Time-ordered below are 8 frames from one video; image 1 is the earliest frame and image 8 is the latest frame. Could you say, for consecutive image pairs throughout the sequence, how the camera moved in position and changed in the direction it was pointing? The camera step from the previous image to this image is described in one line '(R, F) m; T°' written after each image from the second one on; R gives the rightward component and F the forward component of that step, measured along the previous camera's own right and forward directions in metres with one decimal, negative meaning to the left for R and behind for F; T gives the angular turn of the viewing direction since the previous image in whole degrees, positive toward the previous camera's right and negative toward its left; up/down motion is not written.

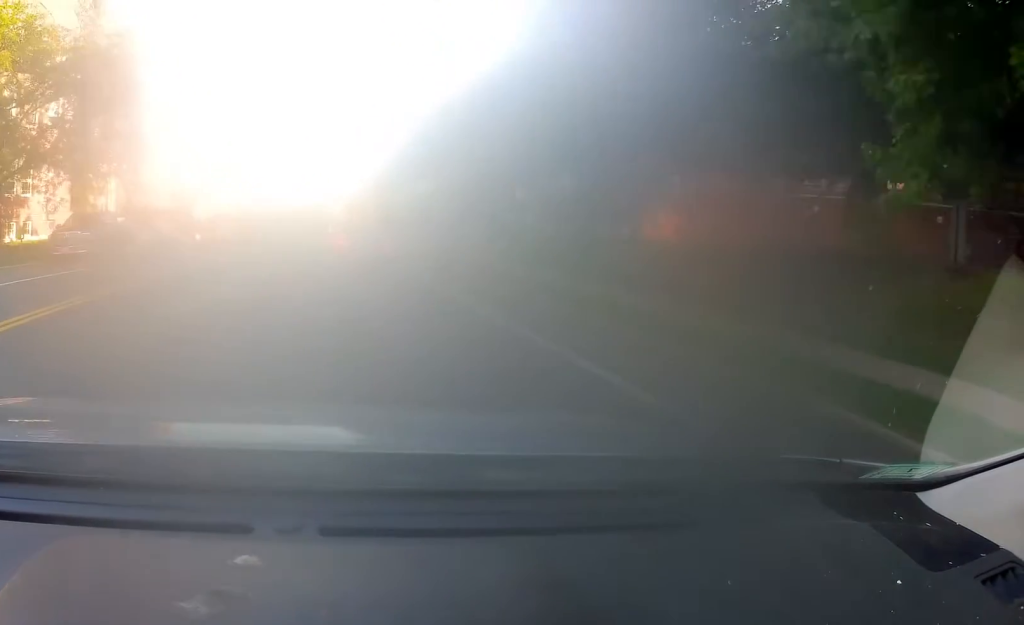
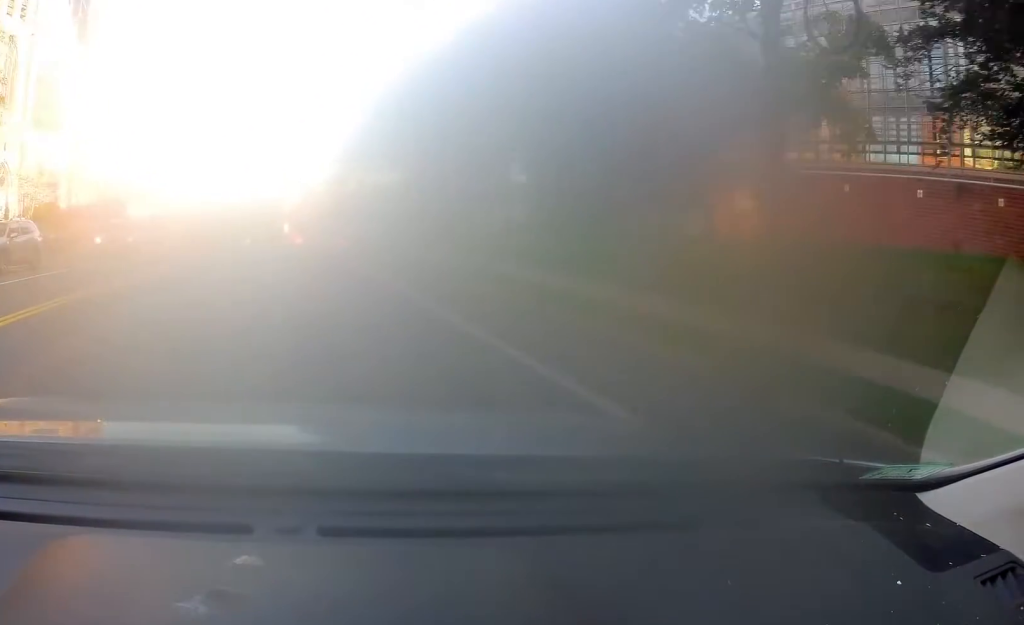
(+0.7, +13.3) m; +5°
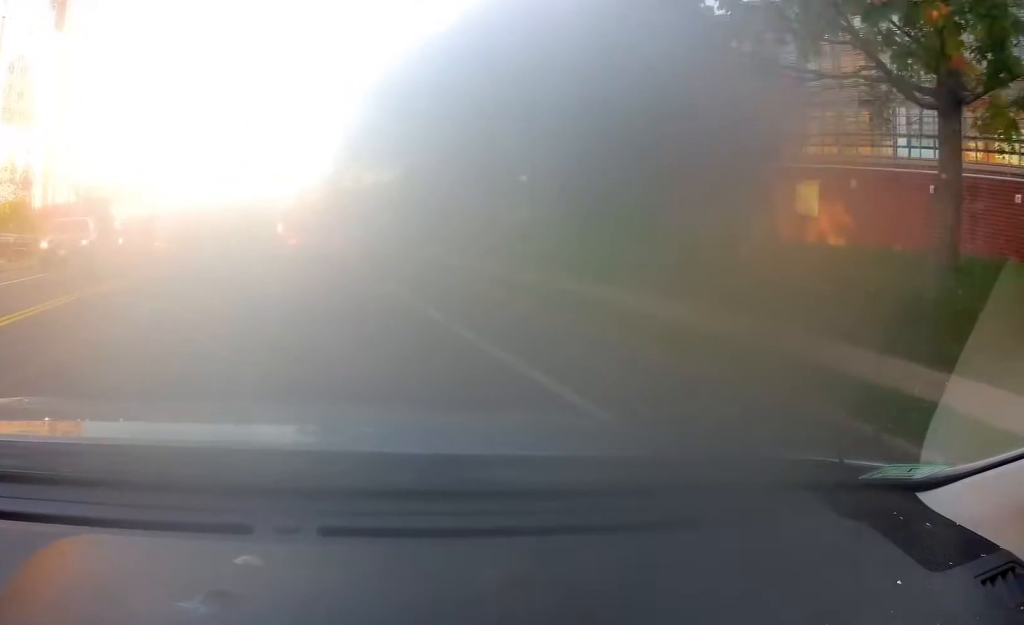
(+0.2, +5.3) m; 0°
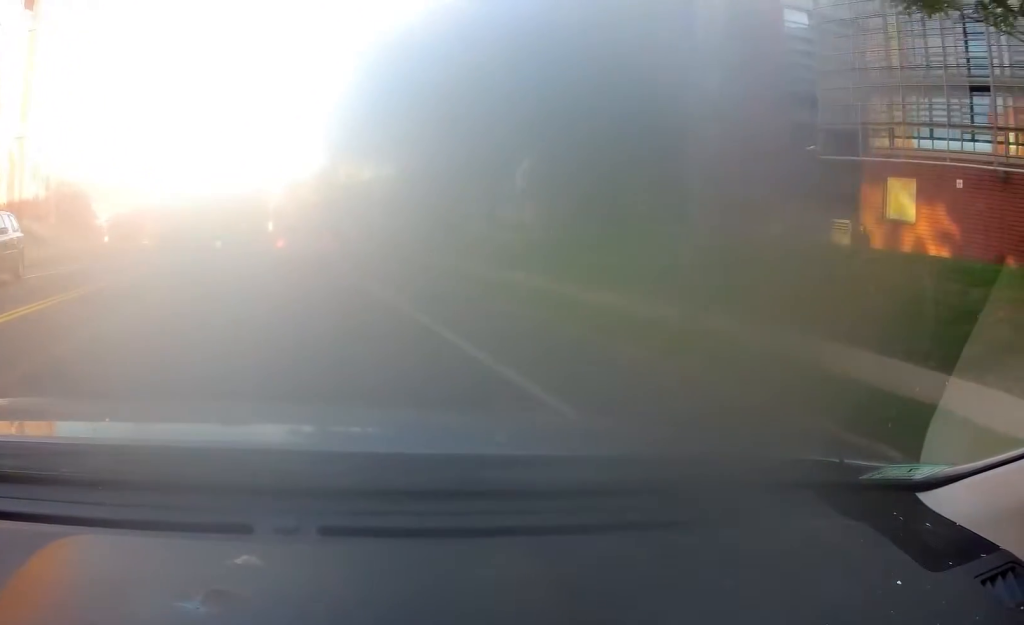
(0.0, +5.3) m; 0°
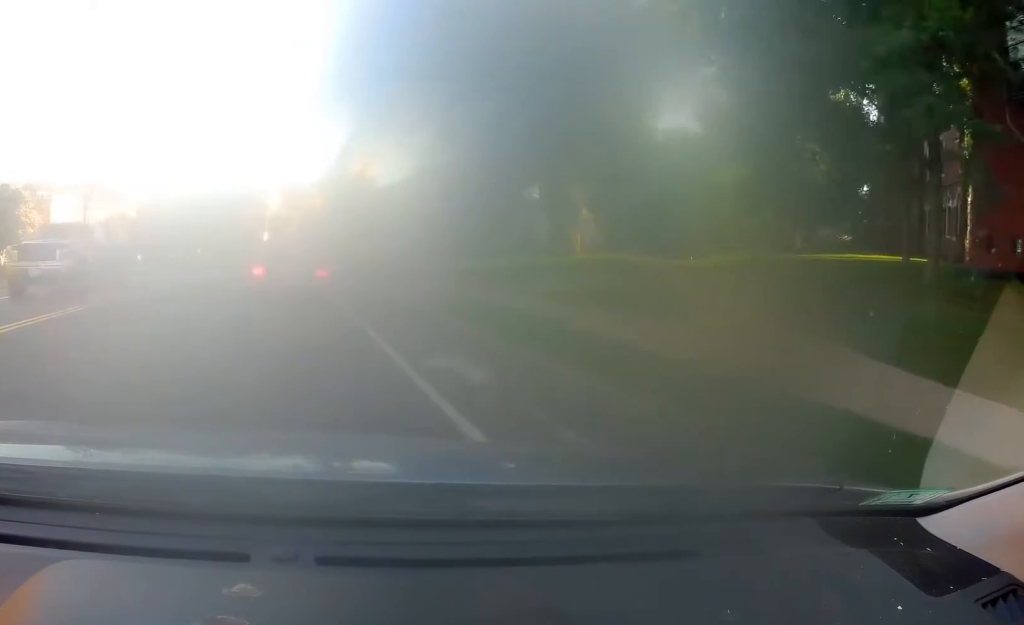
(-0.1, +21.2) m; +1°
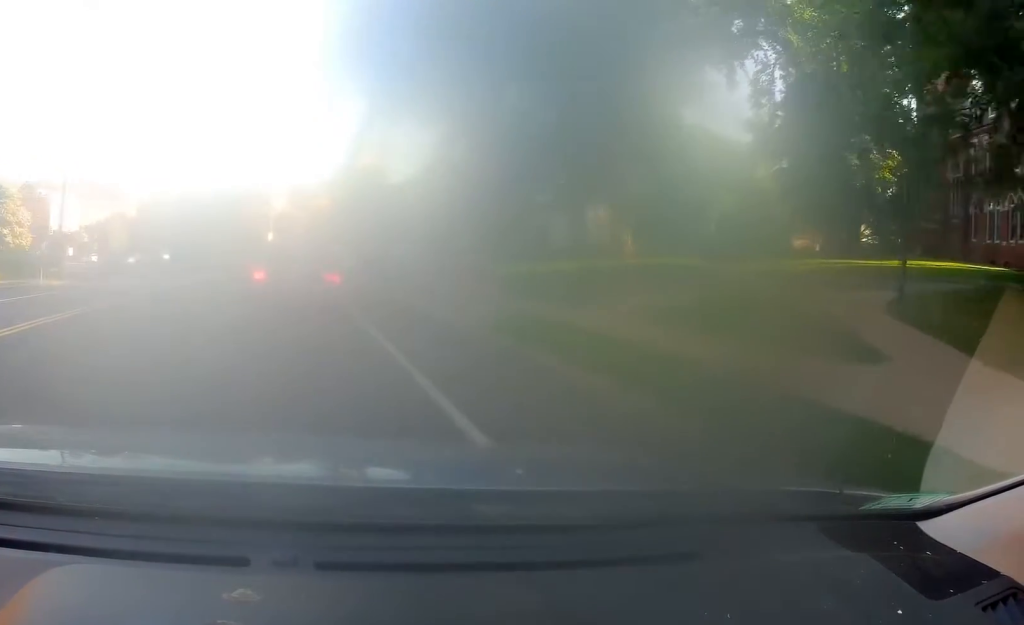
(0.0, +4.8) m; -1°
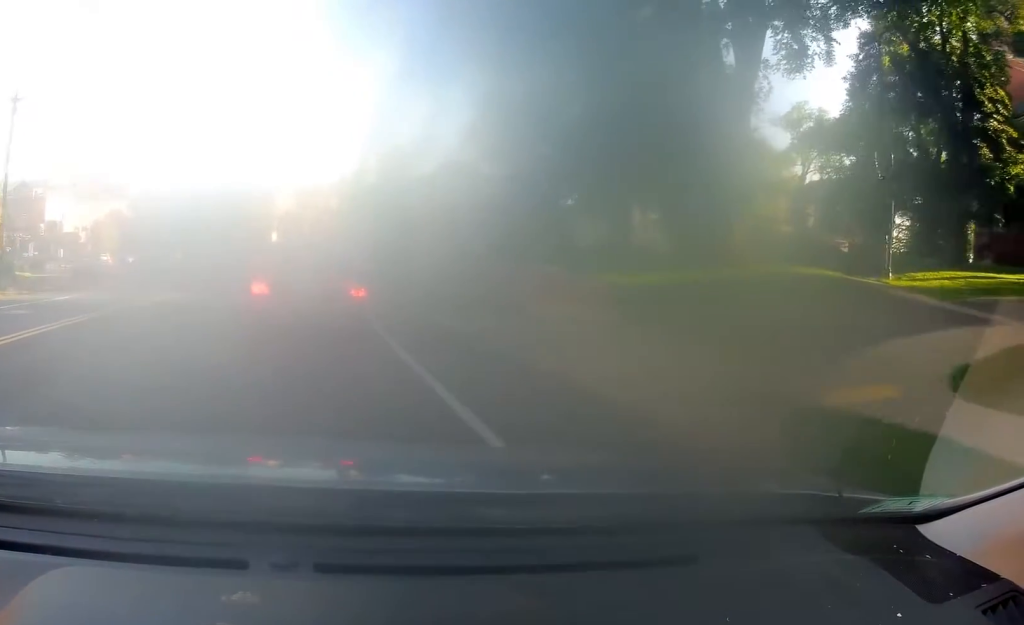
(-0.3, +8.1) m; -2°
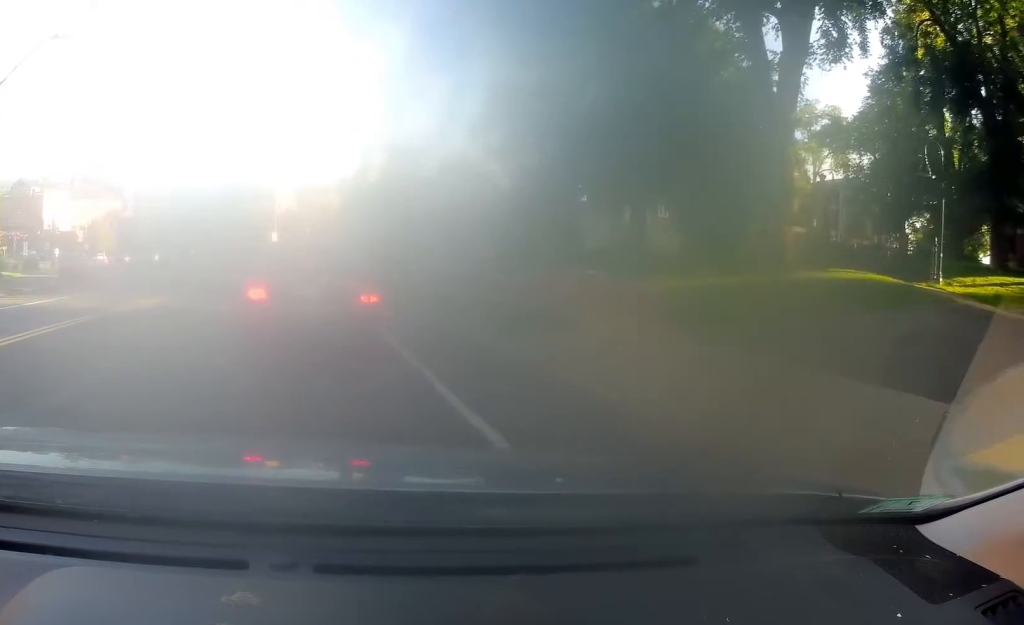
(0.0, +2.6) m; 0°
